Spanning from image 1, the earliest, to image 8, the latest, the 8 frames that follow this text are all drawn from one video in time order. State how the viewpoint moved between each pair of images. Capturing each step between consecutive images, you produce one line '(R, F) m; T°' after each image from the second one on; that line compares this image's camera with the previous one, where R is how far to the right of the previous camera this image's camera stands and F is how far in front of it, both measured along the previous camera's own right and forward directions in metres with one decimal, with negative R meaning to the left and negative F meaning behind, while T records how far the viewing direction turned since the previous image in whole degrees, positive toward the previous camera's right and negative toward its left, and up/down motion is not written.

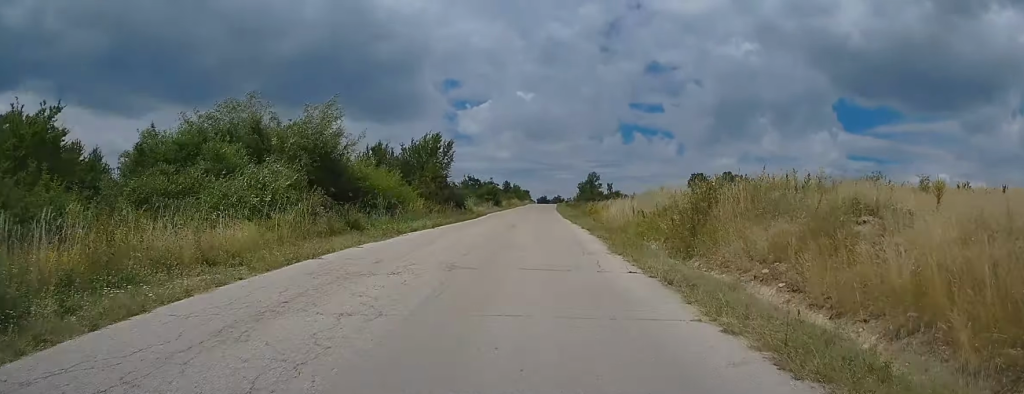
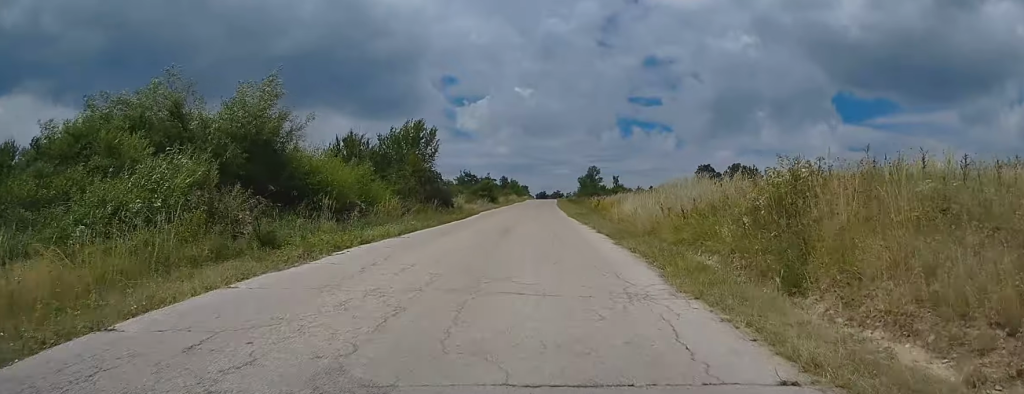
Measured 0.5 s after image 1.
(0.0, +7.2) m; 0°
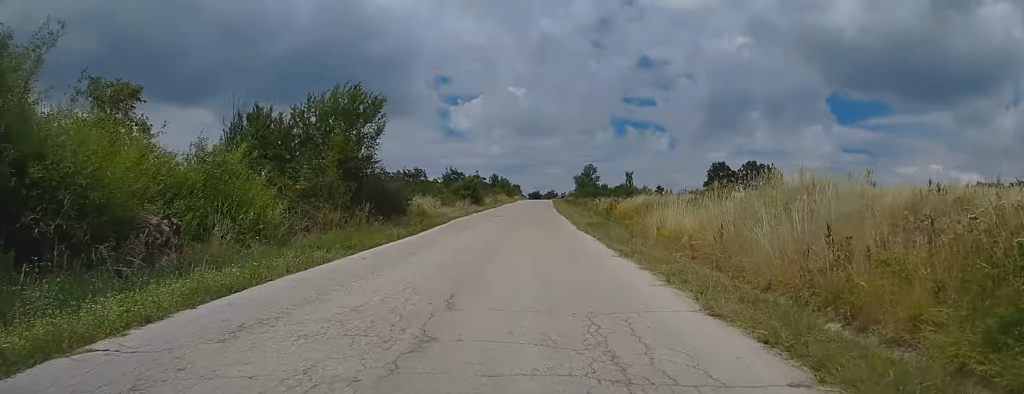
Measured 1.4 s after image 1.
(+0.2, +14.8) m; +1°
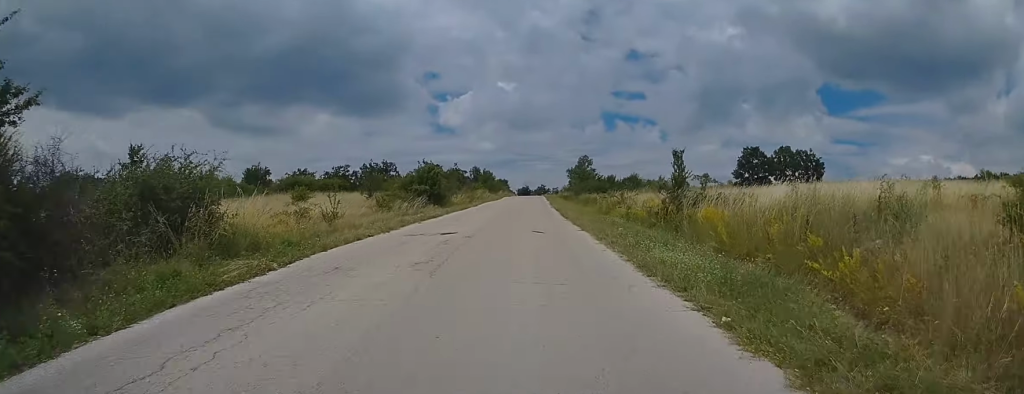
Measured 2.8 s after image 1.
(+0.1, +23.1) m; 0°
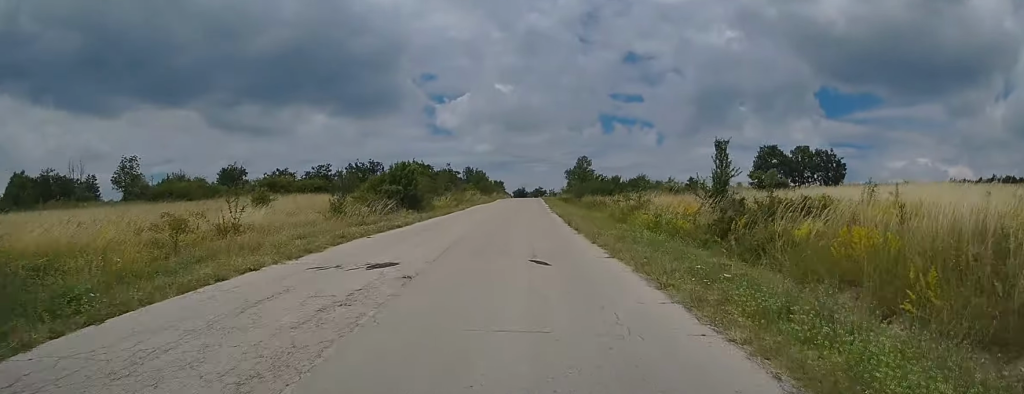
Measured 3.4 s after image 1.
(0.0, +8.7) m; 0°
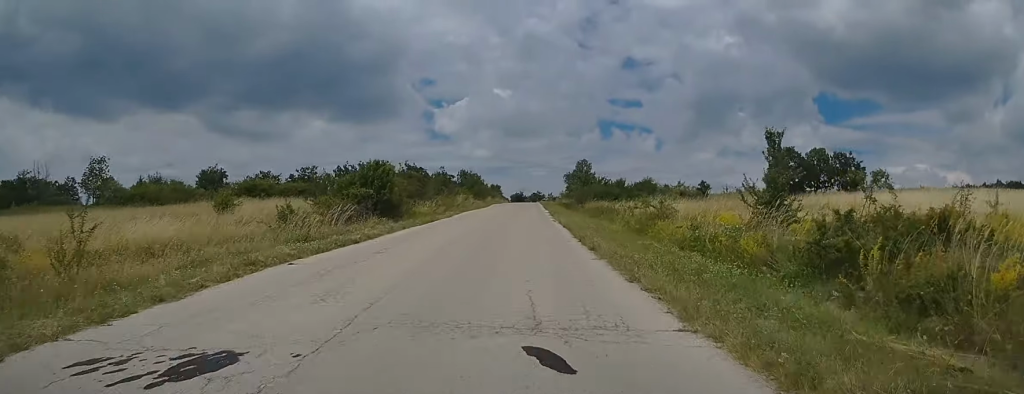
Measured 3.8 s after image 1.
(0.0, +6.6) m; 0°
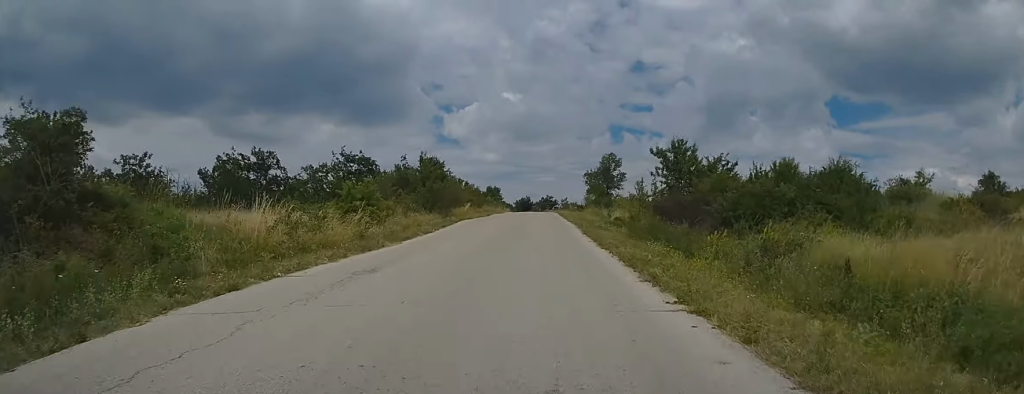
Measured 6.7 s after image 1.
(-0.2, +49.3) m; 0°
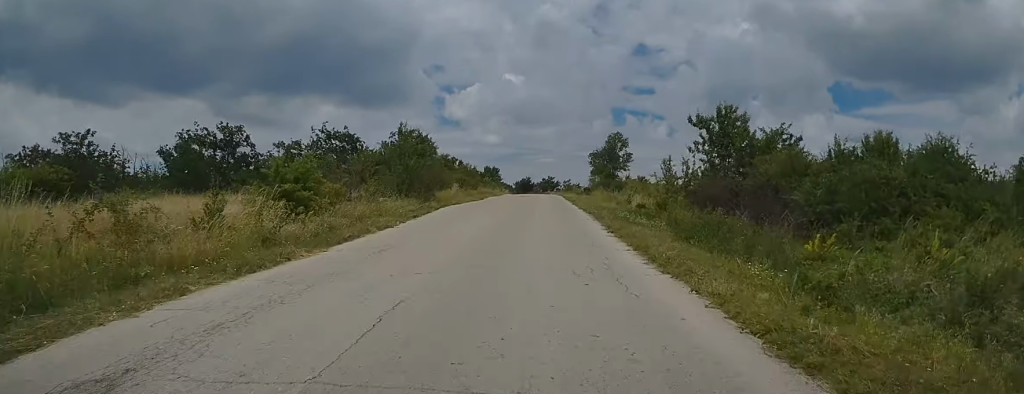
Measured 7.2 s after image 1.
(0.0, +8.3) m; +1°
